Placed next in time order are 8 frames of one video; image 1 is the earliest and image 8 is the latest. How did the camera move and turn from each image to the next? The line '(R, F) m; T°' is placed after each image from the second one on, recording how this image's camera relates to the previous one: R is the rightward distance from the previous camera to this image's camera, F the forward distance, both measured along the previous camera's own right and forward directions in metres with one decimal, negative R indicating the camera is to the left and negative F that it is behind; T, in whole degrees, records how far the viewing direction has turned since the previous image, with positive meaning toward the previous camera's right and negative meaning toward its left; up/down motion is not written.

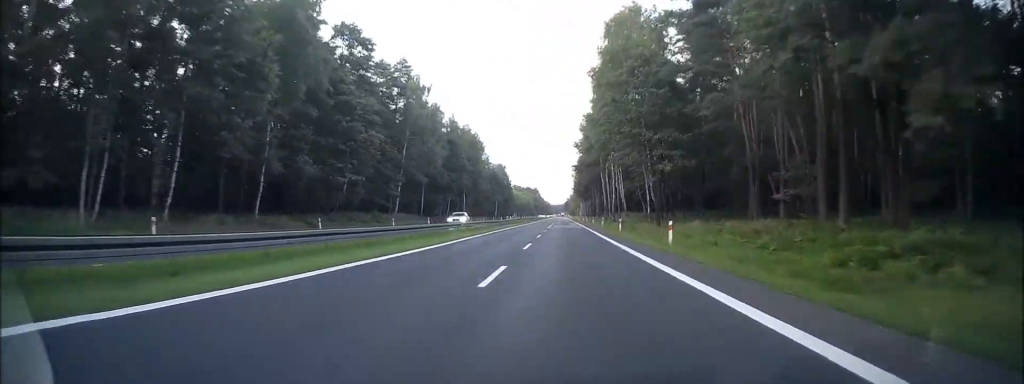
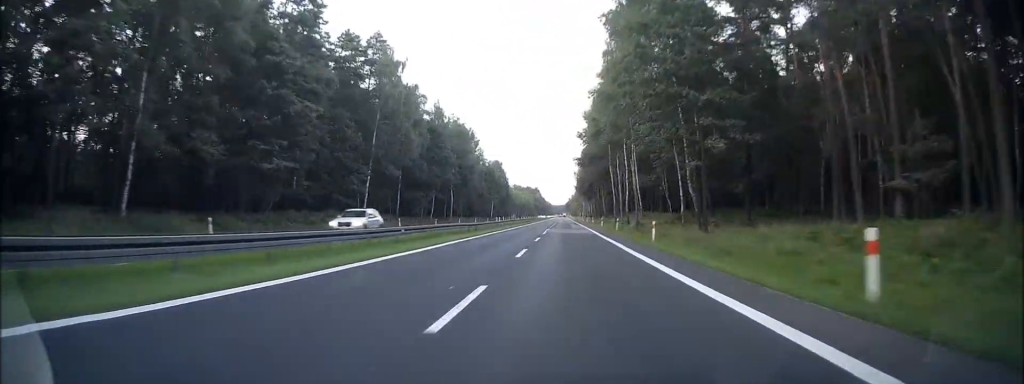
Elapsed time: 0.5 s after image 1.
(+0.2, +16.0) m; 0°
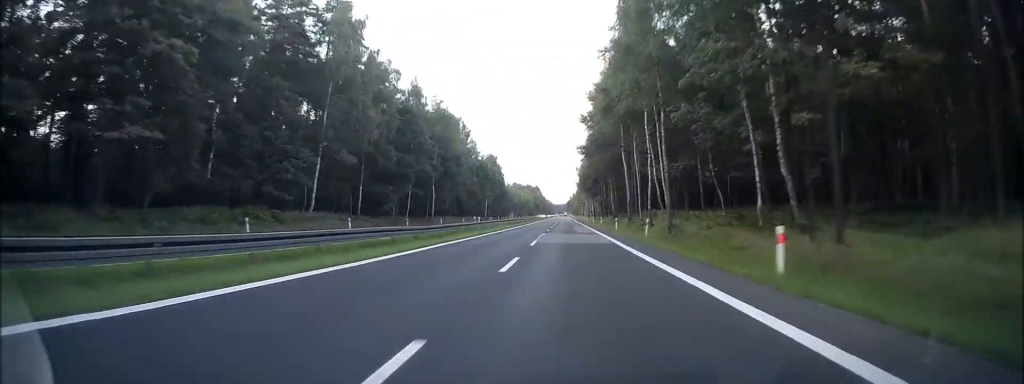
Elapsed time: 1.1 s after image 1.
(-0.2, +17.0) m; 0°
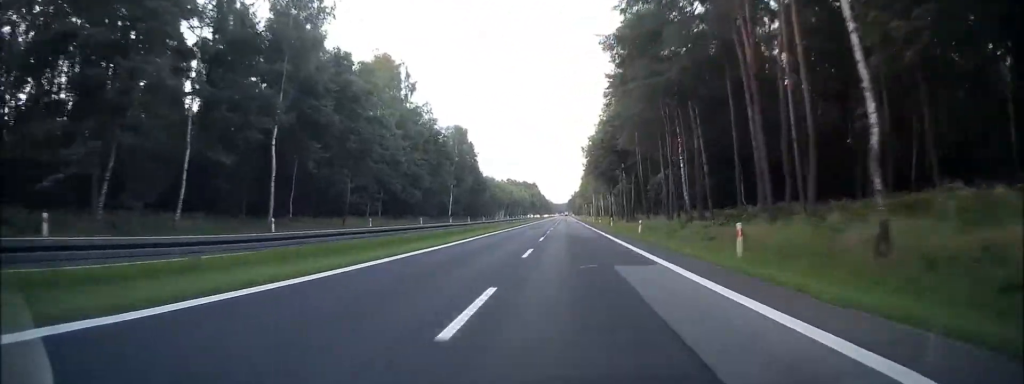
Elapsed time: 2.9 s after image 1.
(-0.3, +54.7) m; 0°
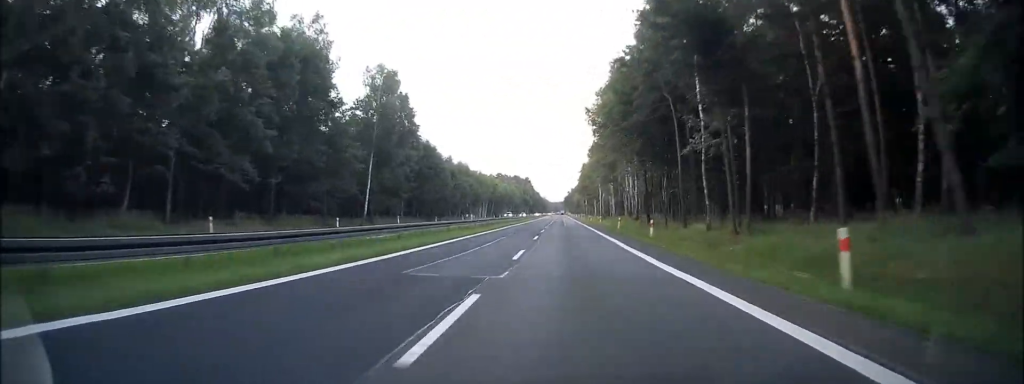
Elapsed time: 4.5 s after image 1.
(+0.4, +47.1) m; 0°
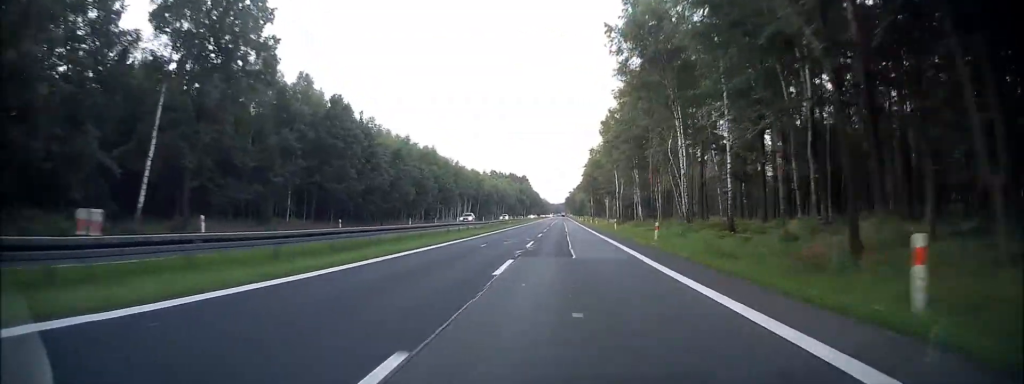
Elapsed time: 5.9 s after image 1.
(-0.2, +39.8) m; 0°
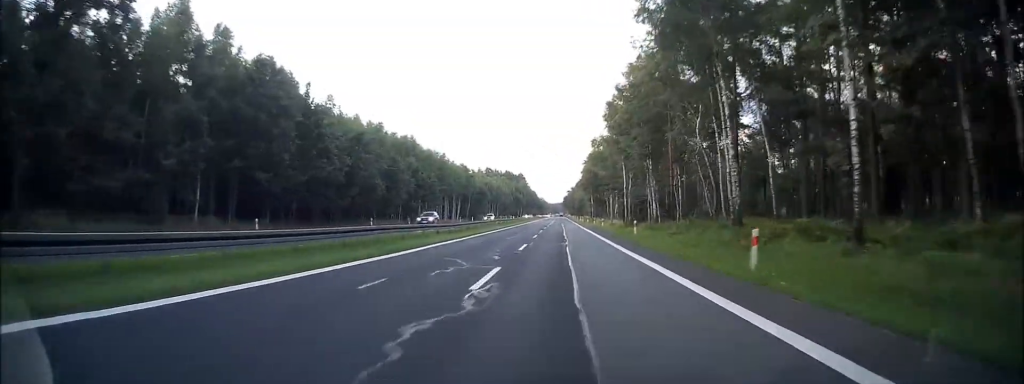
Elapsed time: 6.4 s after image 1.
(+0.1, +14.5) m; 0°
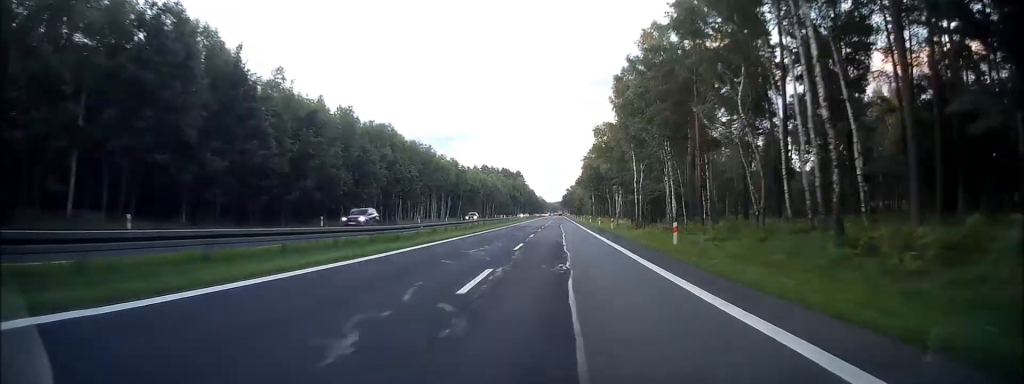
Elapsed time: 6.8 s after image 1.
(0.0, +12.5) m; 0°
